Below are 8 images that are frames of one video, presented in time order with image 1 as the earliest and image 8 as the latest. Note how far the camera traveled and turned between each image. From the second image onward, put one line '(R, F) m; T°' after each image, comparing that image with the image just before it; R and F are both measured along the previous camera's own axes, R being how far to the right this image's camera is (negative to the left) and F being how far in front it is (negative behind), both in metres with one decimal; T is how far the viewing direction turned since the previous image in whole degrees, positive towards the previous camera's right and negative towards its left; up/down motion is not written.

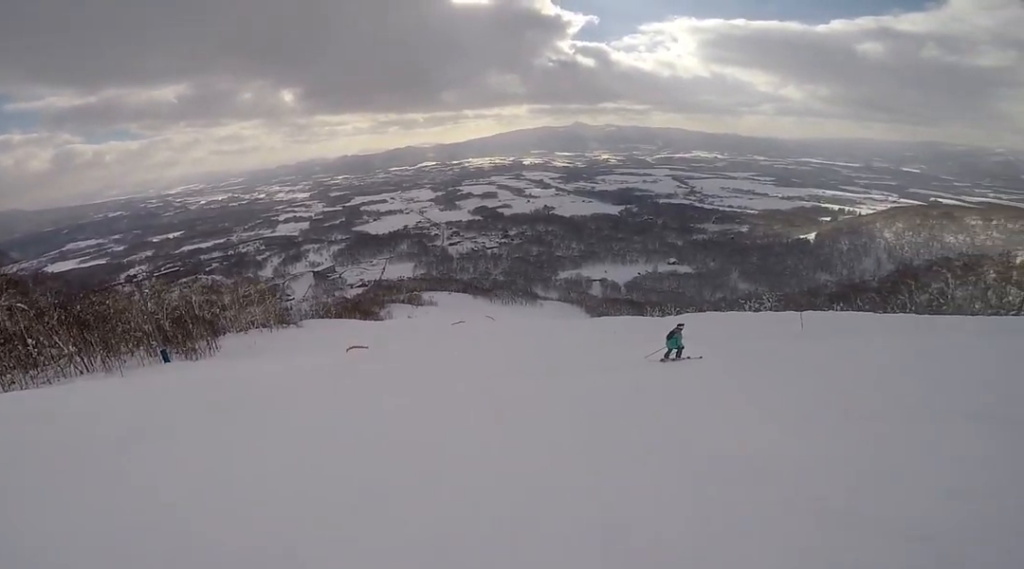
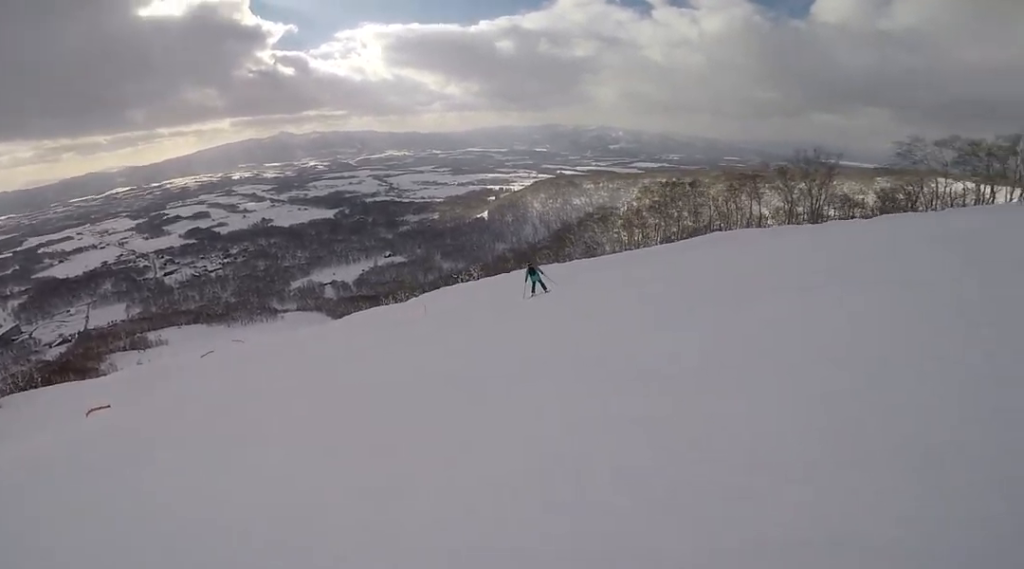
(+1.1, +3.1) m; +42°
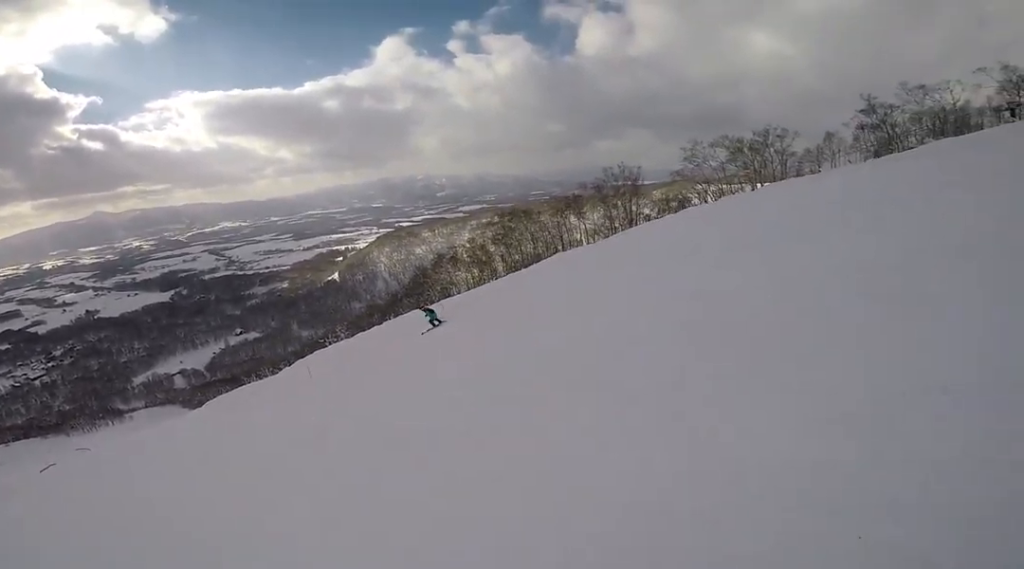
(+1.0, +3.2) m; +28°
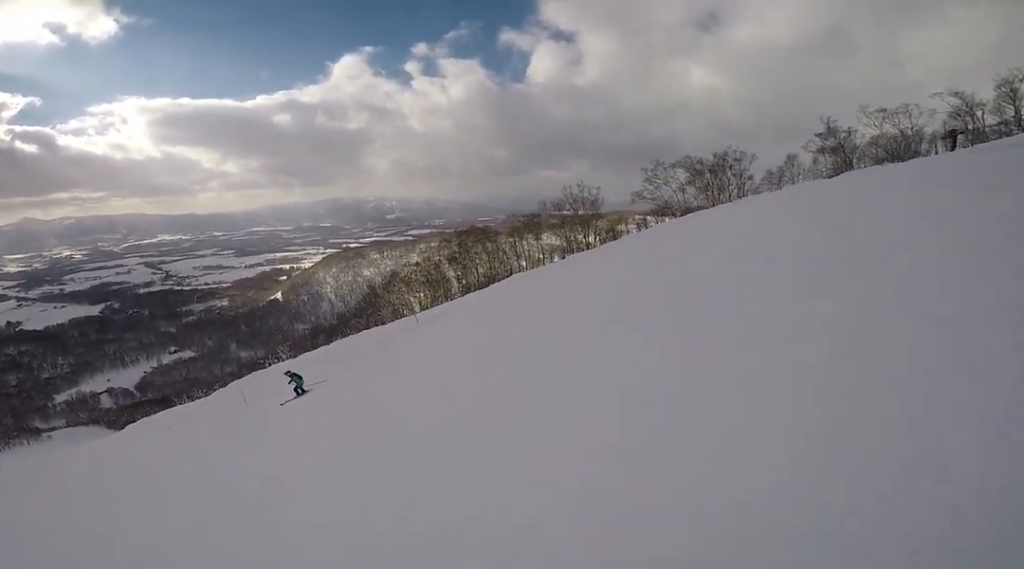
(+0.9, +4.7) m; +18°
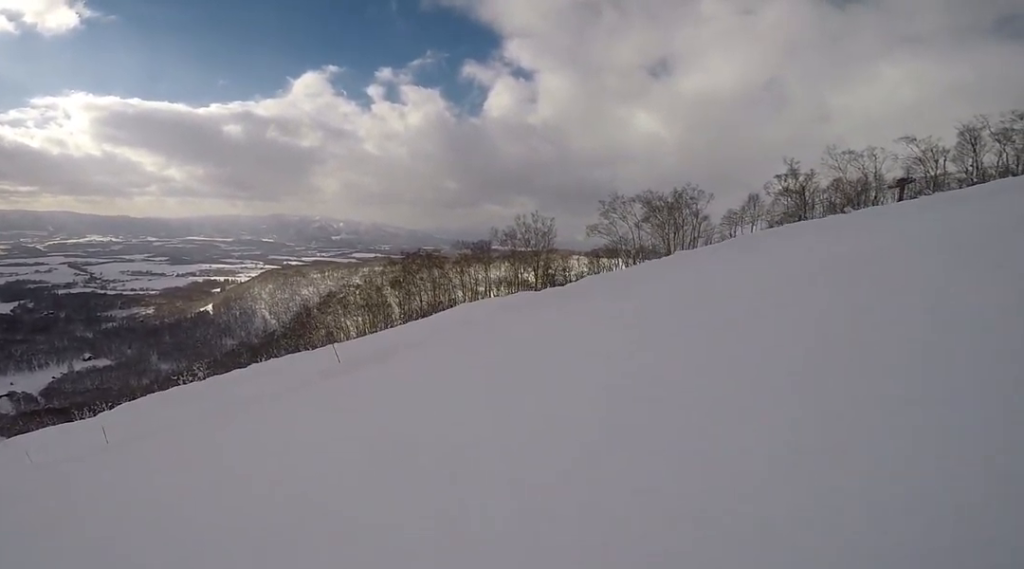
(+0.9, +6.6) m; 0°
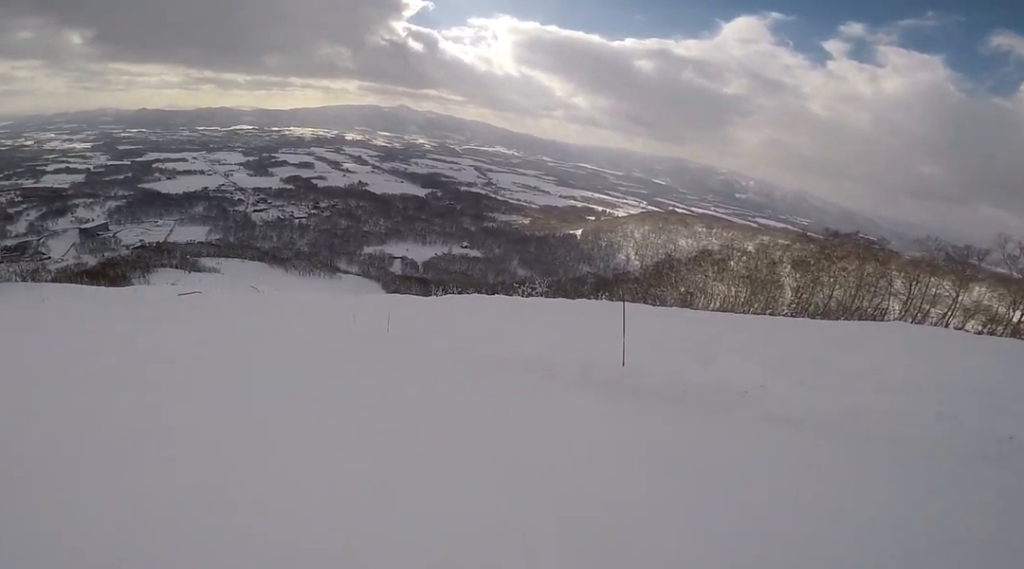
(-1.7, +7.3) m; -38°
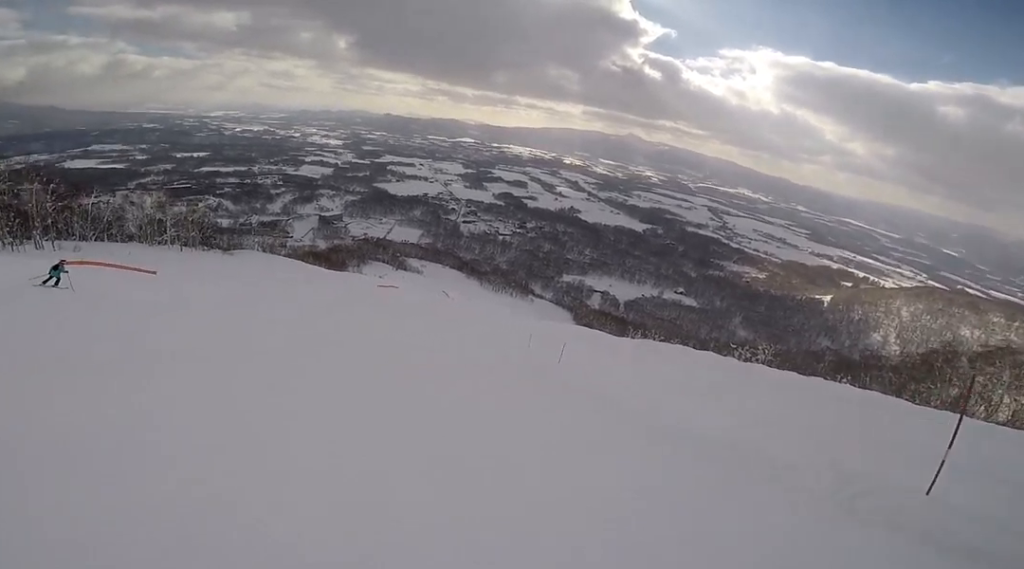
(+0.7, +2.5) m; -21°
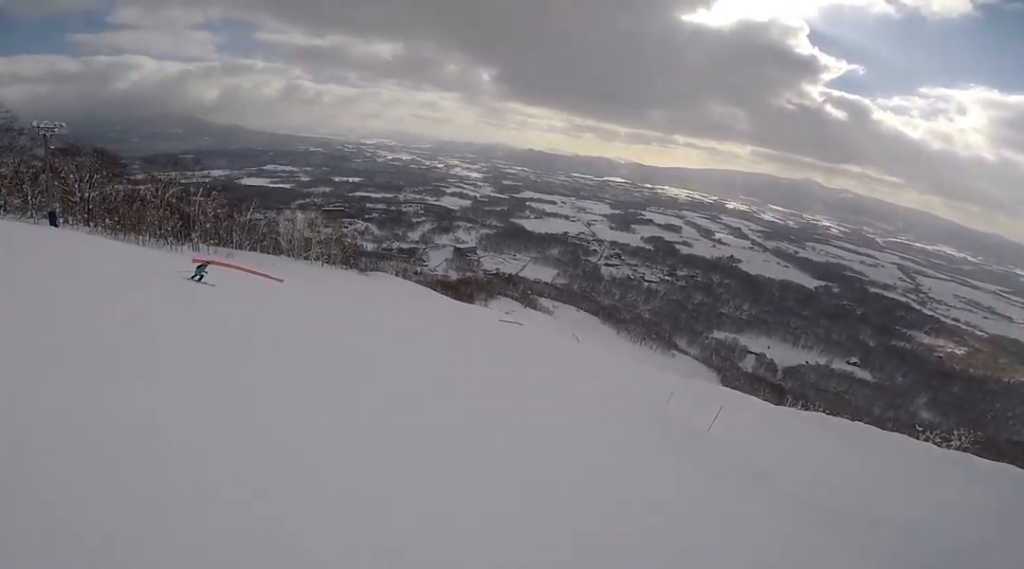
(-1.5, +2.3) m; -22°
